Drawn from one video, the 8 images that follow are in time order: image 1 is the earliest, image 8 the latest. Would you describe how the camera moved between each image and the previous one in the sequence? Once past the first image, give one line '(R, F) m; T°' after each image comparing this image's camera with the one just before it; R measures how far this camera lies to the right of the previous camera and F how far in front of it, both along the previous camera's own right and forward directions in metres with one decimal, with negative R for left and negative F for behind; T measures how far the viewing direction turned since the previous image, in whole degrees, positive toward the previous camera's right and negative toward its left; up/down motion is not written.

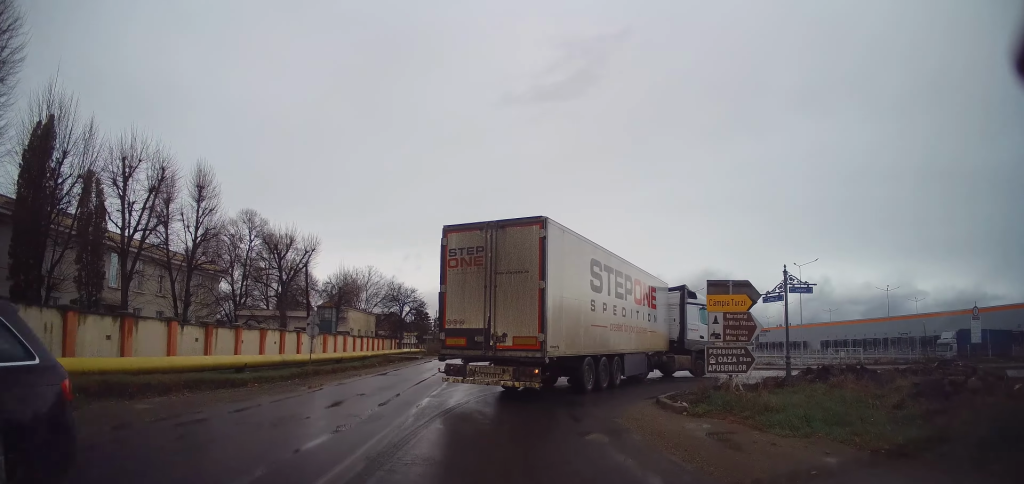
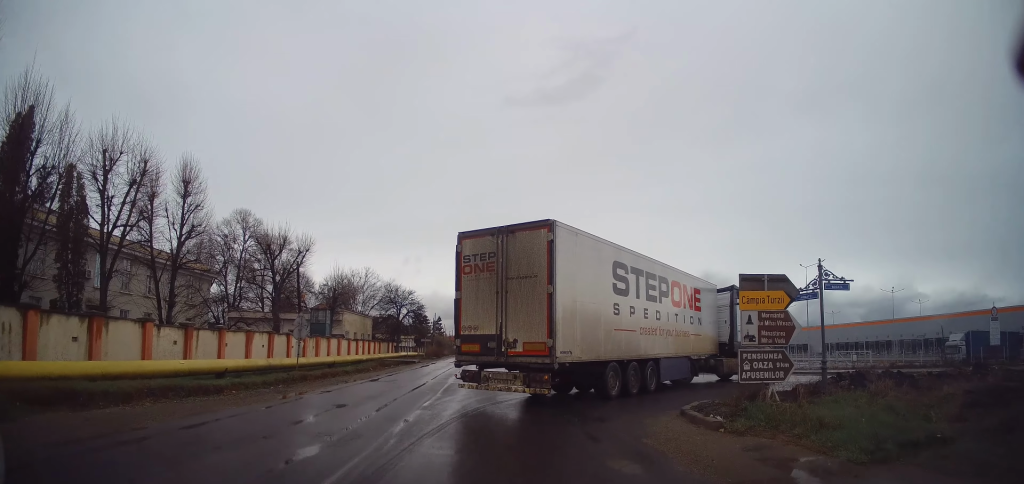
(0.0, +1.6) m; 0°
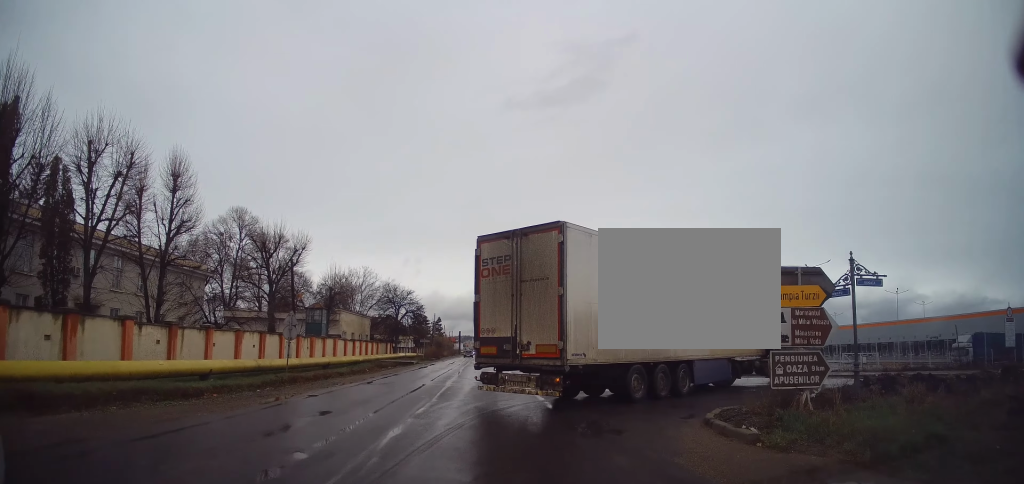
(0.0, +1.2) m; 0°
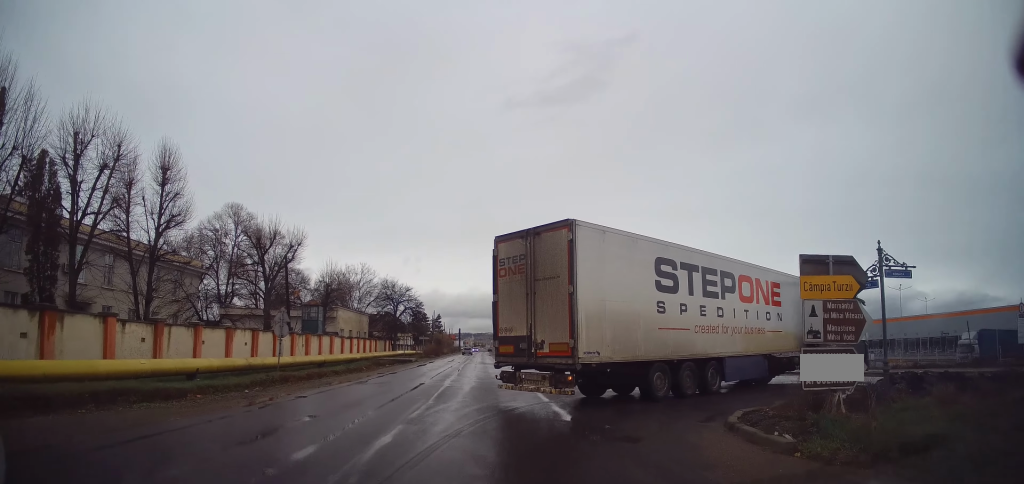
(0.0, +1.1) m; +4°
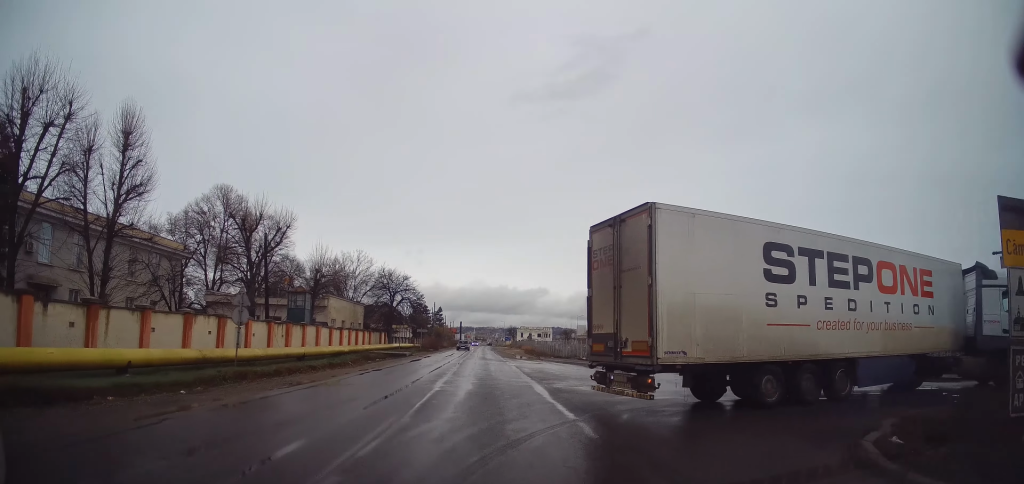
(+0.4, +4.3) m; +1°
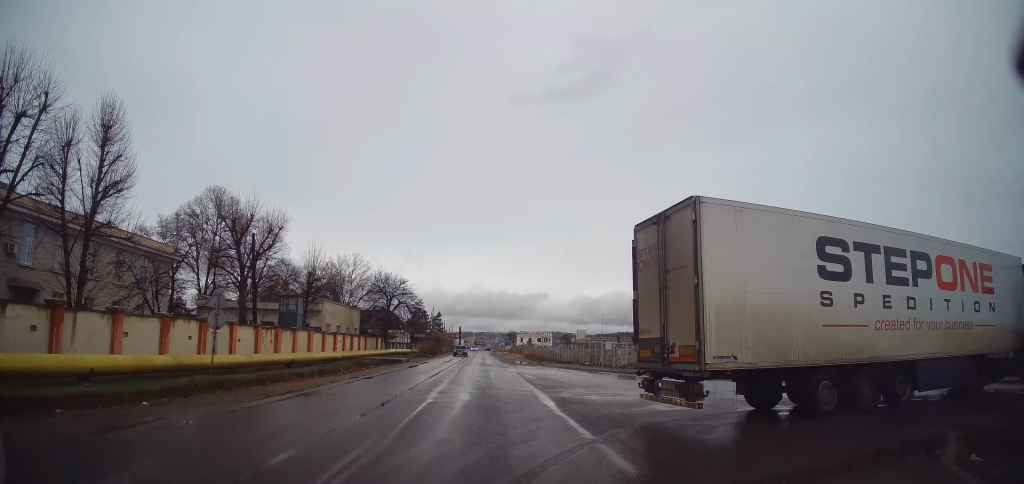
(-0.2, +1.8) m; -3°
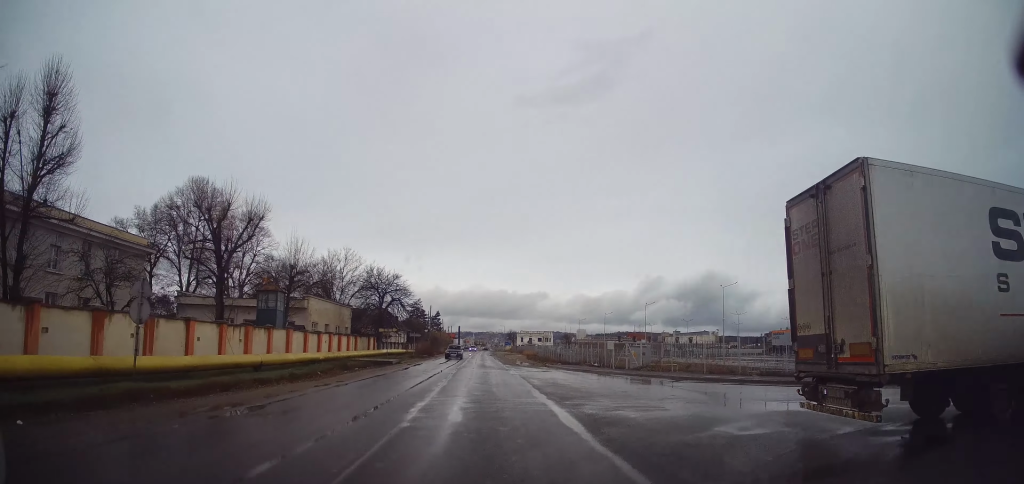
(-0.2, +3.9) m; -2°
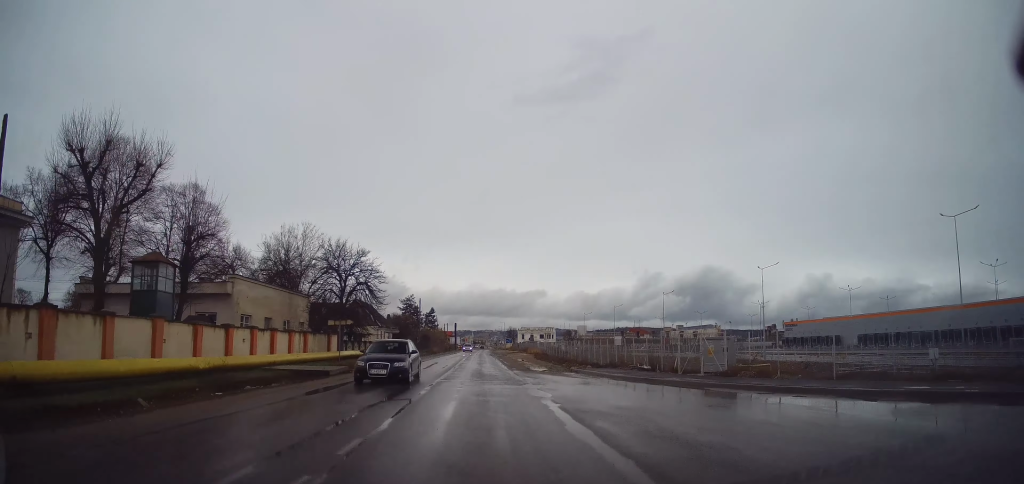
(+0.6, +12.8) m; +3°
